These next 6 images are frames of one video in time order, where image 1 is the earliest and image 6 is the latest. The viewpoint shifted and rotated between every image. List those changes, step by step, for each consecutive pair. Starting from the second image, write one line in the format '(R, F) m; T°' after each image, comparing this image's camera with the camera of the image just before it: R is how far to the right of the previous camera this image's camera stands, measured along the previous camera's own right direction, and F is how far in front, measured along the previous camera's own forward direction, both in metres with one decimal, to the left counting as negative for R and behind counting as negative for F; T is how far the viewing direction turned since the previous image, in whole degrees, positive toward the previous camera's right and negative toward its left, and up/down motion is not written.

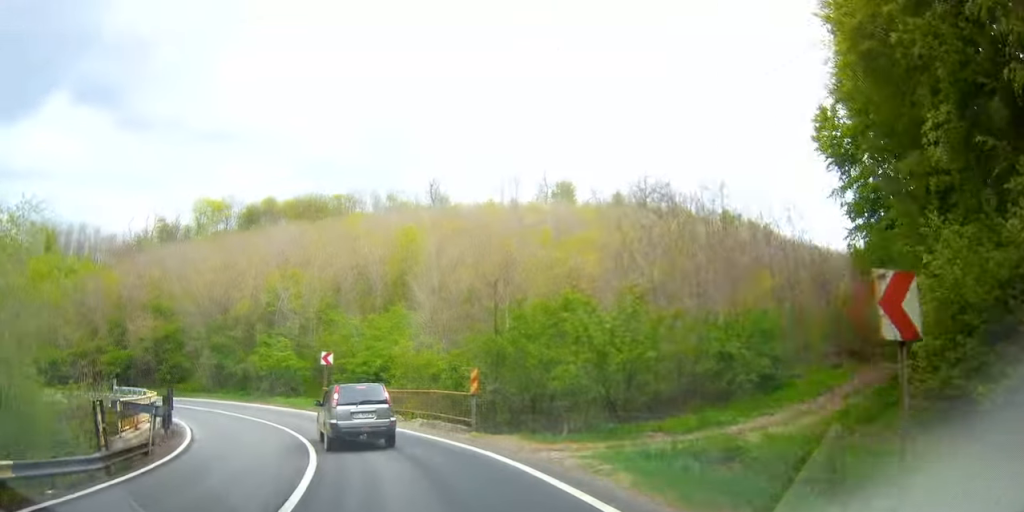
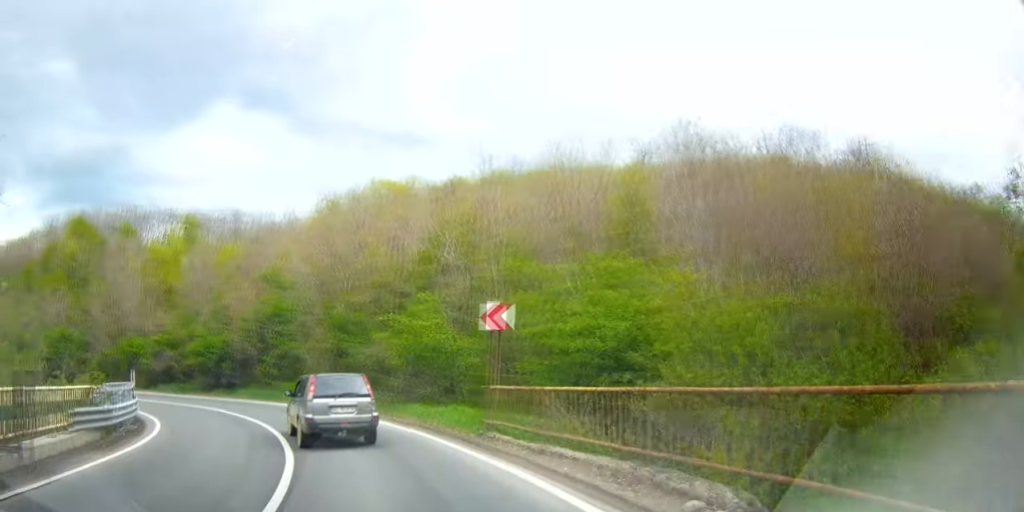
(+1.4, +19.1) m; +2°
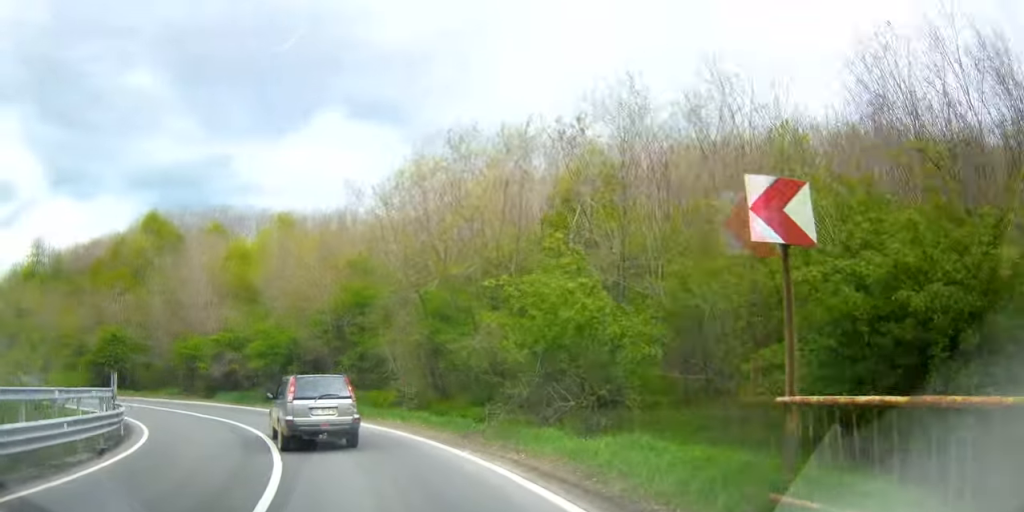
(-0.6, +8.8) m; -5°
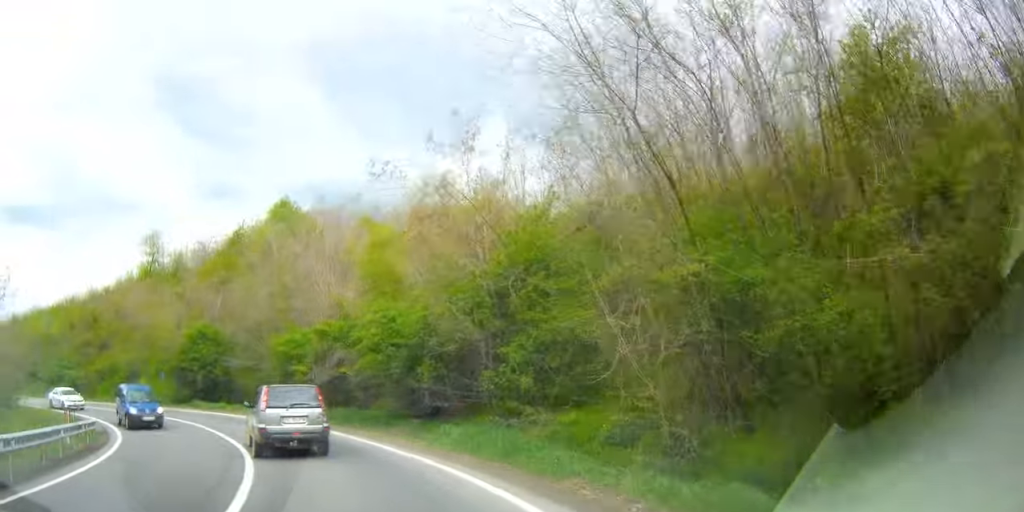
(-0.8, +11.6) m; -5°
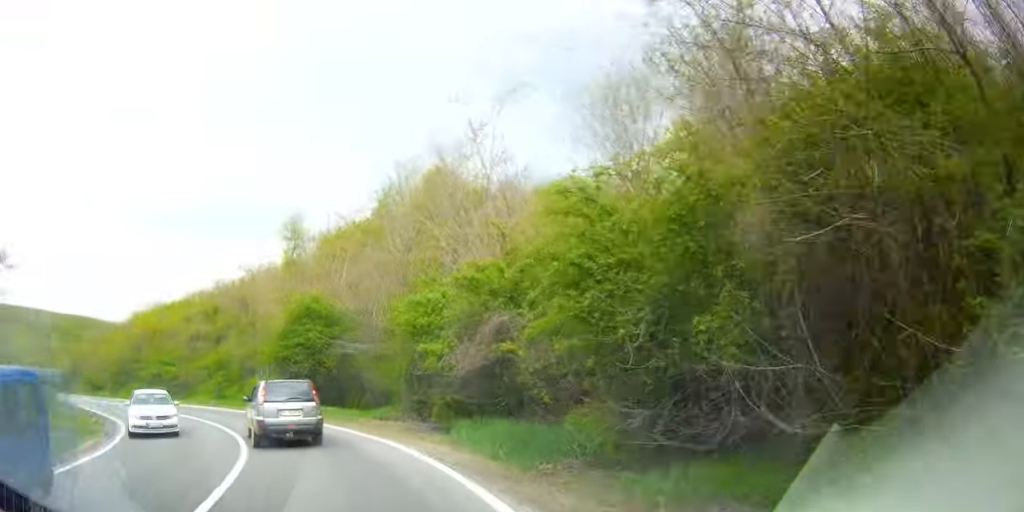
(-0.1, +8.6) m; -14°
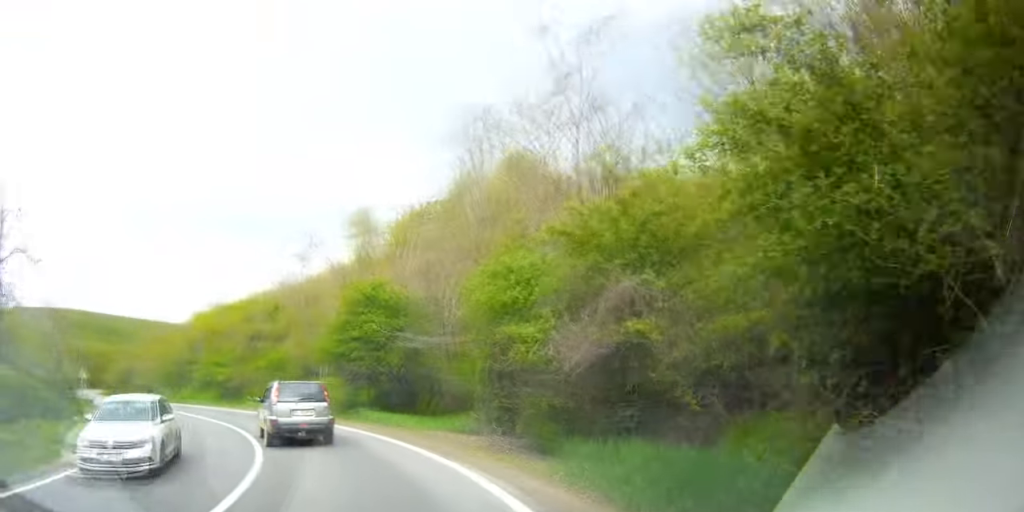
(+0.4, +3.0) m; -9°
